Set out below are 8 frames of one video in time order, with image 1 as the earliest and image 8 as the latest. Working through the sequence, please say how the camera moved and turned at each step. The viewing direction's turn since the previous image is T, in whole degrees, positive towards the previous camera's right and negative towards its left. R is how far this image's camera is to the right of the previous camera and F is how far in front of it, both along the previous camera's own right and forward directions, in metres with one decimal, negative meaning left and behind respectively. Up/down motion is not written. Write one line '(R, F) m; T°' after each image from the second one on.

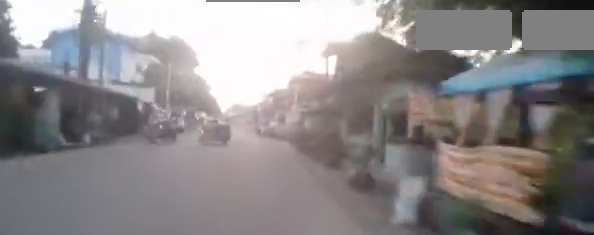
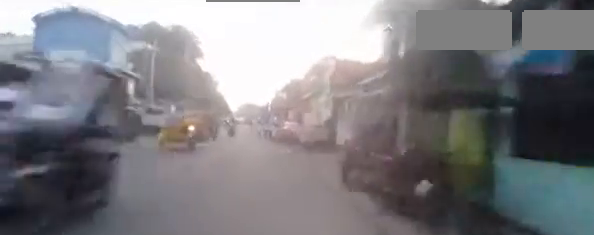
(-0.7, +8.5) m; -2°
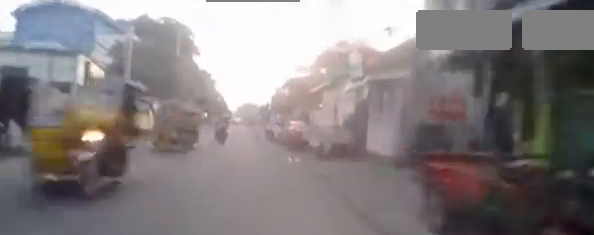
(+0.2, +4.9) m; +1°
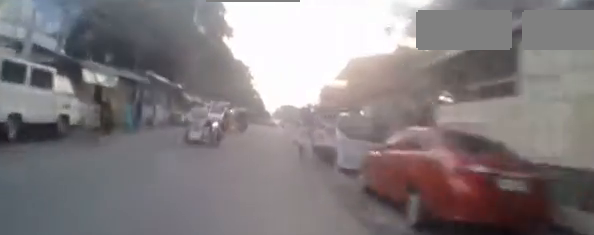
(0.0, +12.8) m; -1°
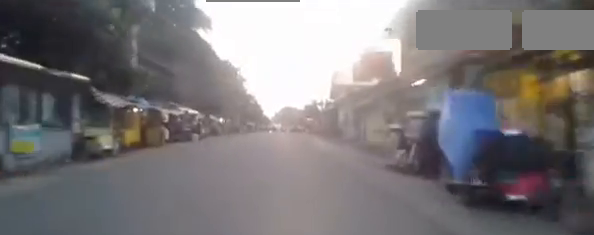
(-0.3, +11.9) m; -1°
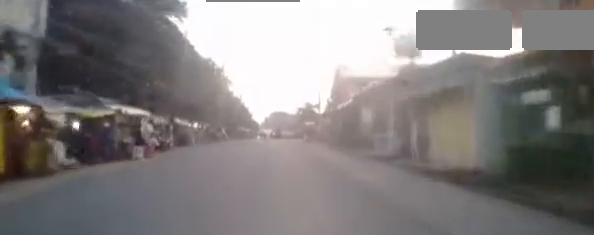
(+0.1, +8.2) m; +3°
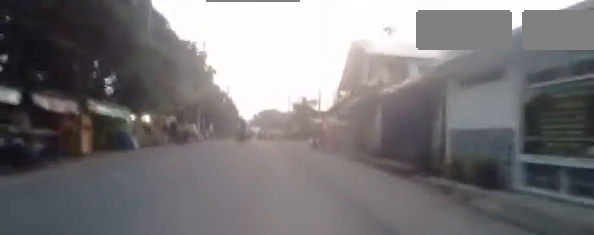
(+0.3, +9.3) m; +4°
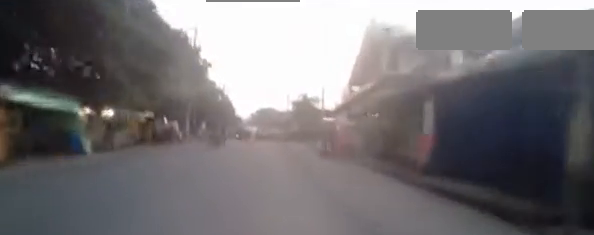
(+0.1, +4.4) m; 0°
